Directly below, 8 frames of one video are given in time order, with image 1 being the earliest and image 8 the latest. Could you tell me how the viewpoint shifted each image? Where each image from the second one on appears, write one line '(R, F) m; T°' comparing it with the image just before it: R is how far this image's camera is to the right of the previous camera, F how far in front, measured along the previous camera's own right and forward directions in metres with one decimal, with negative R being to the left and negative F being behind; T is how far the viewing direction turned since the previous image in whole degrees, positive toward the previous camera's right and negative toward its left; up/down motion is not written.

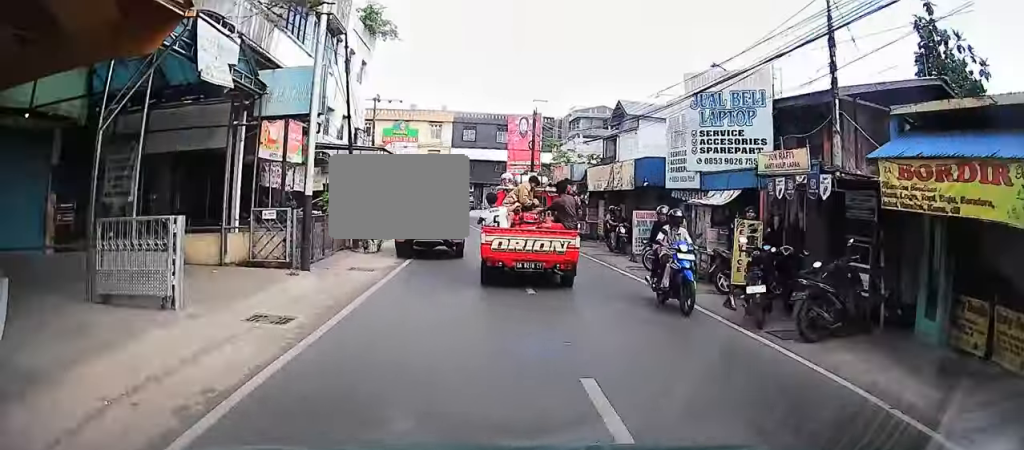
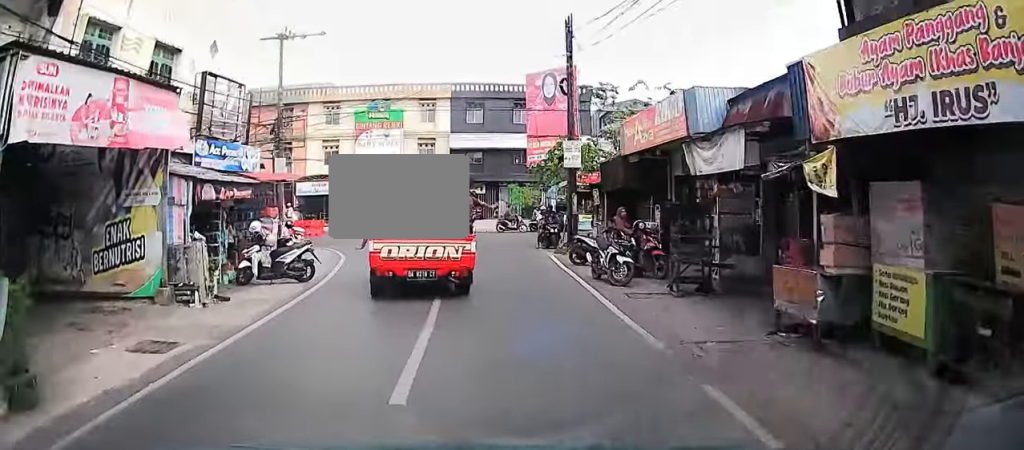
(-1.0, +27.3) m; -2°
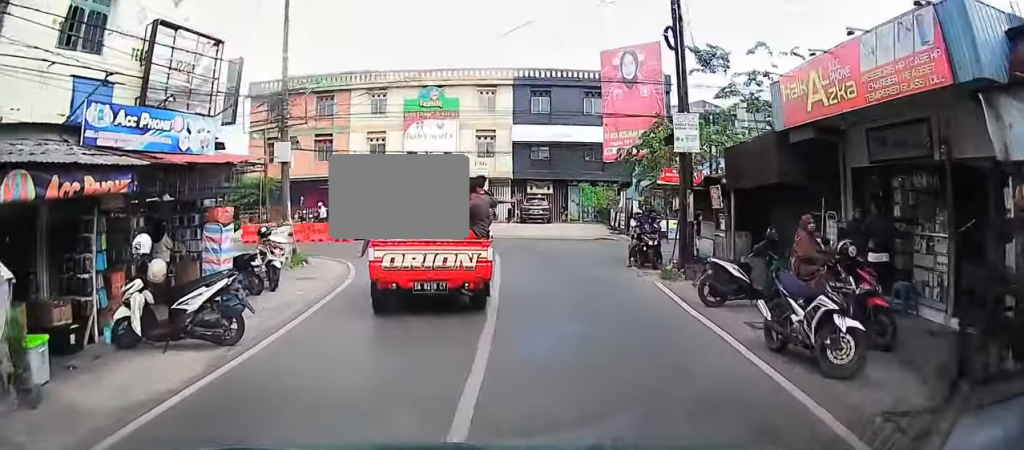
(+0.3, +7.7) m; +2°
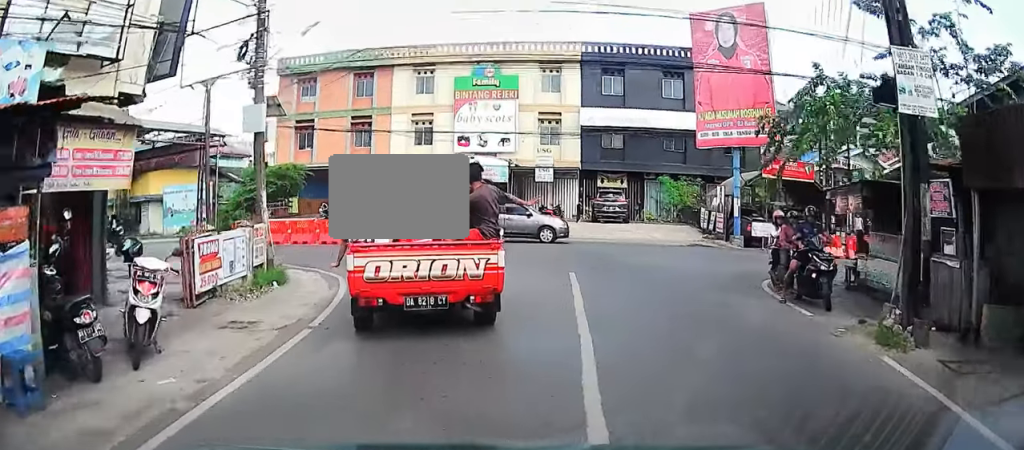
(+0.2, +8.6) m; +2°
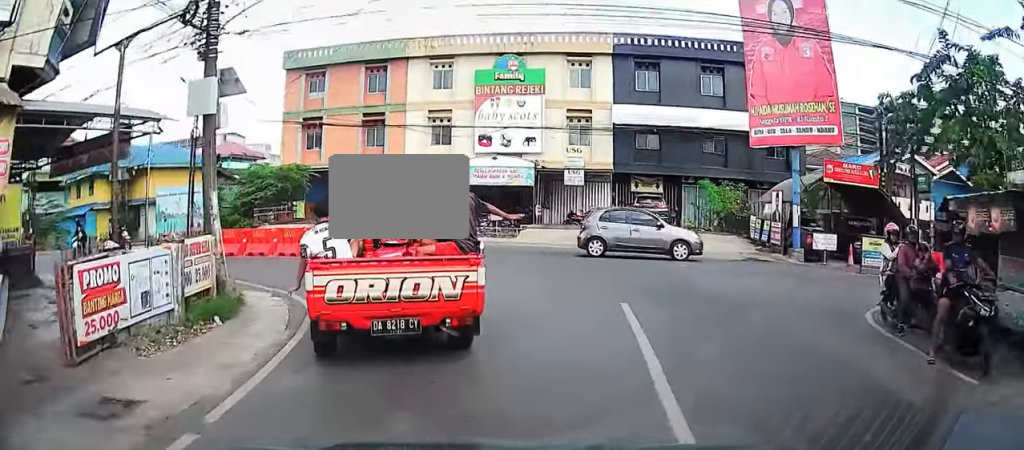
(0.0, +5.8) m; +1°
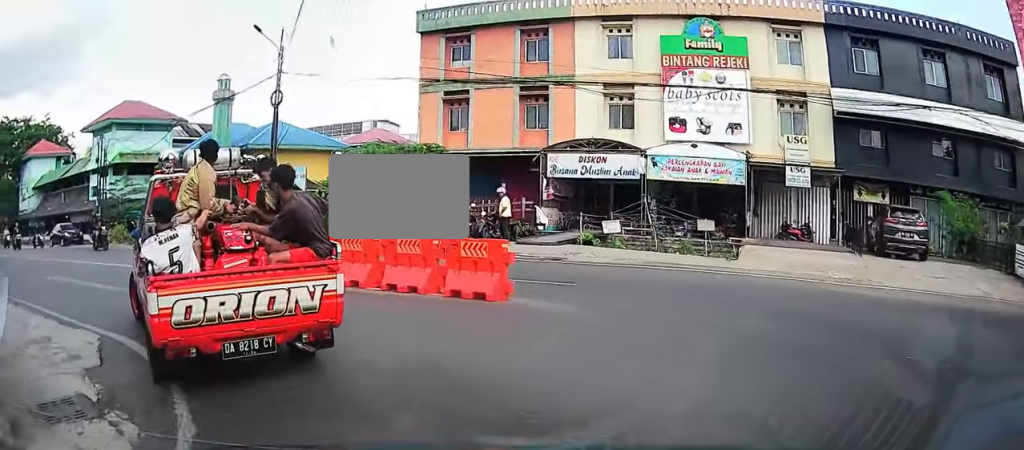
(-0.3, +16.4) m; -12°
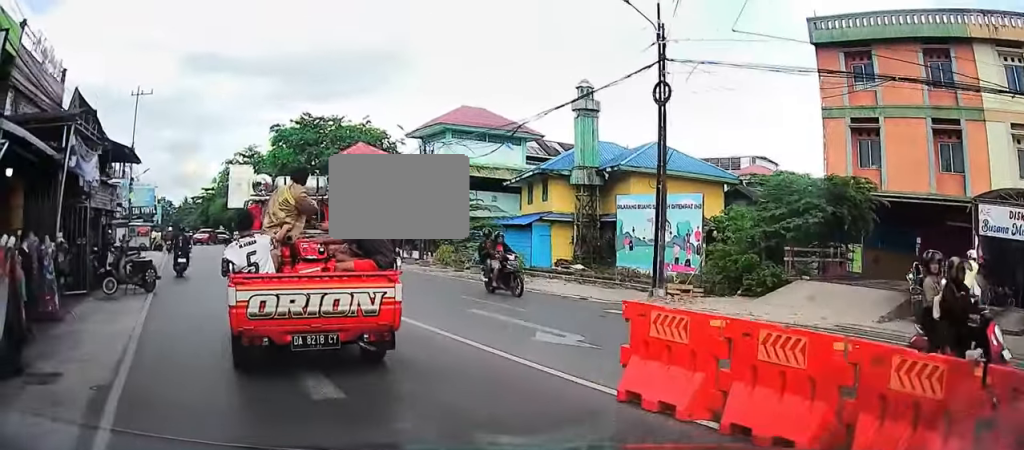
(-2.4, +9.8) m; -25°
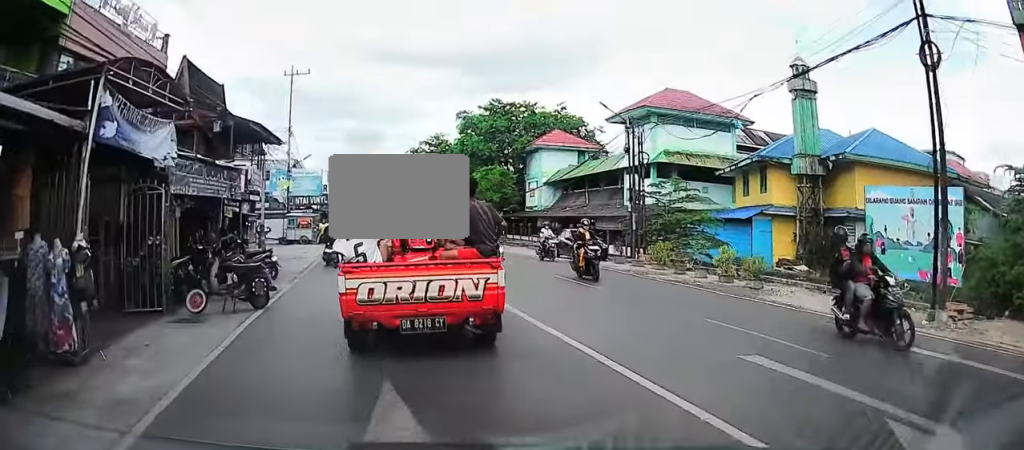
(-0.7, +5.0) m; -8°
